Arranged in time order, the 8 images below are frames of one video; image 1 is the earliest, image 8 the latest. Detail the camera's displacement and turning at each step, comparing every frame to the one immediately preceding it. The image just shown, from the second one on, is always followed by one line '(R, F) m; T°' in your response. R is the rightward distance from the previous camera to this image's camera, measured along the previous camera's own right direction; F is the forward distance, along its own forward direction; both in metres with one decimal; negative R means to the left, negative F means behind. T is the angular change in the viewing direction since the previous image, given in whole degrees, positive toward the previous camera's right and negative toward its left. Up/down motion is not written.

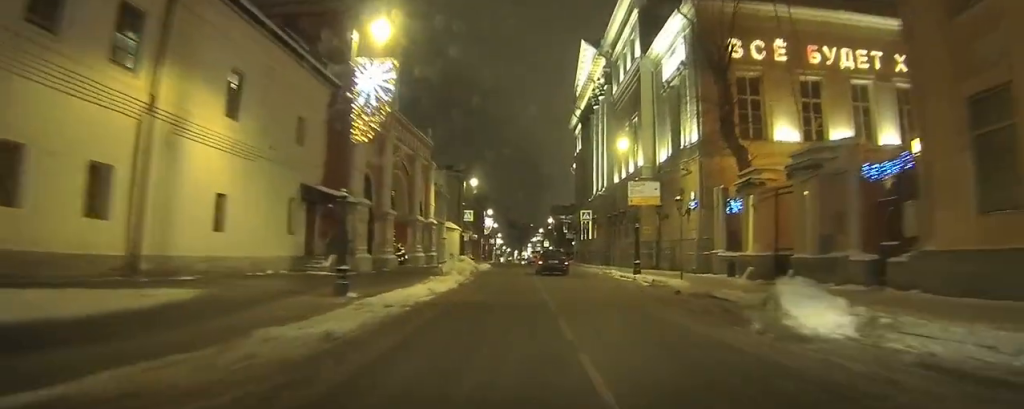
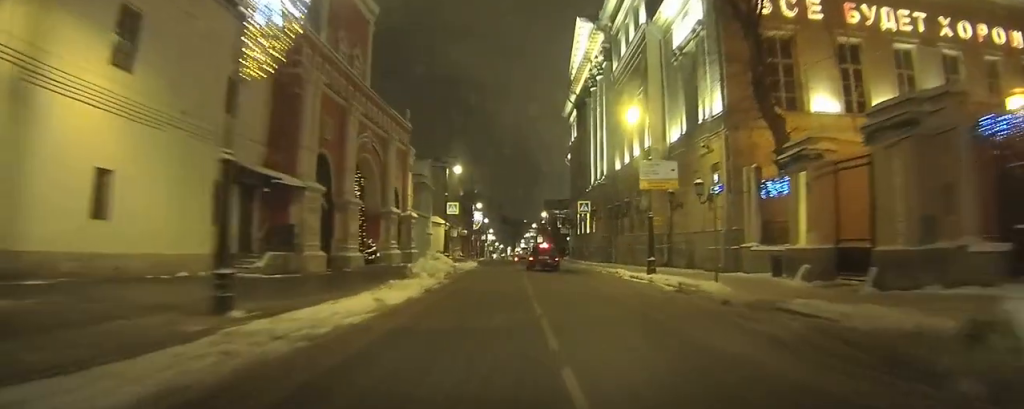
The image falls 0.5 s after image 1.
(0.0, +3.7) m; 0°
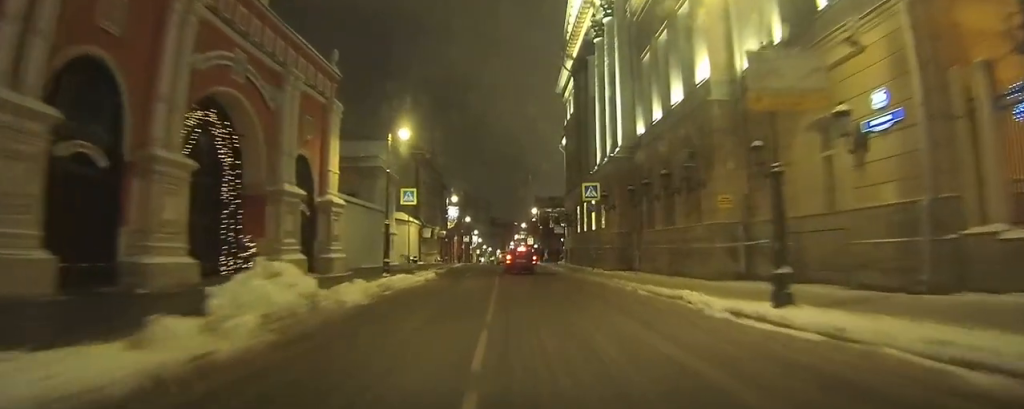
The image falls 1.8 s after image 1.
(-0.3, +10.9) m; -2°
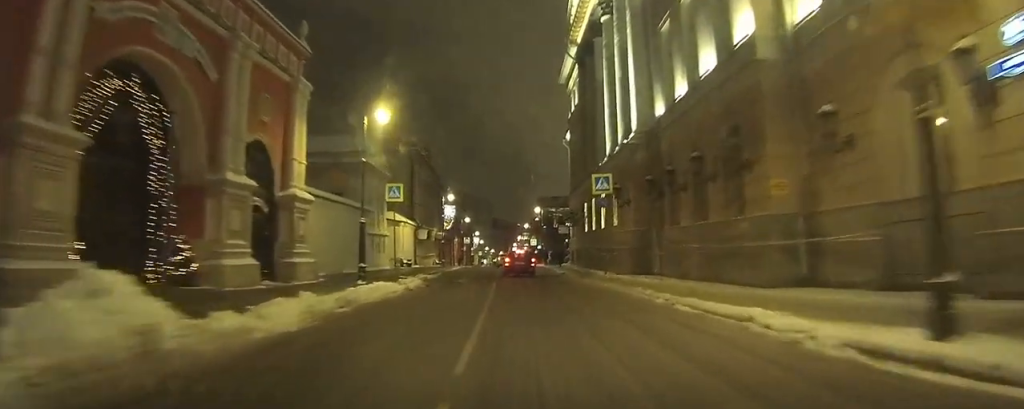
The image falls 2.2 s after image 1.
(-0.1, +4.1) m; -1°
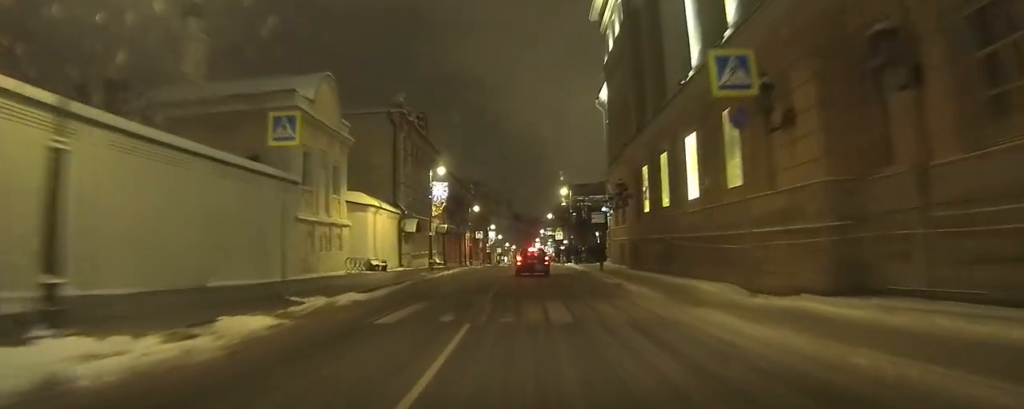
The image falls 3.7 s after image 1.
(-0.2, +20.6) m; -2°
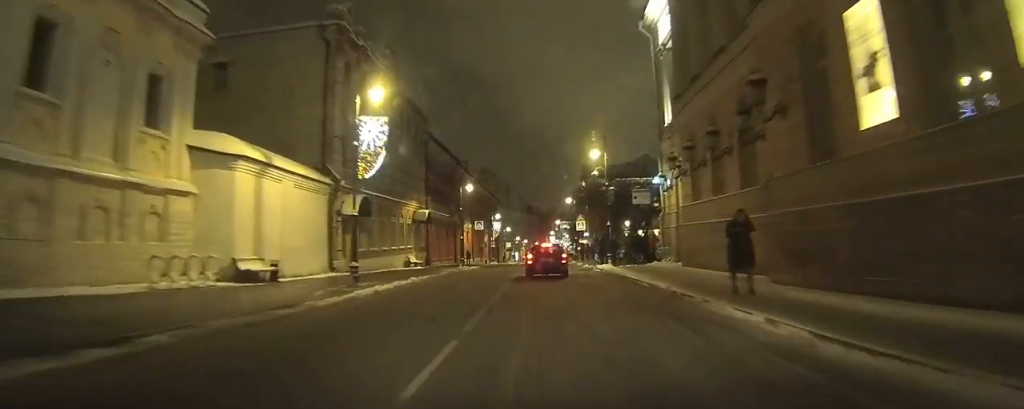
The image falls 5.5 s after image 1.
(-0.6, +21.2) m; -5°
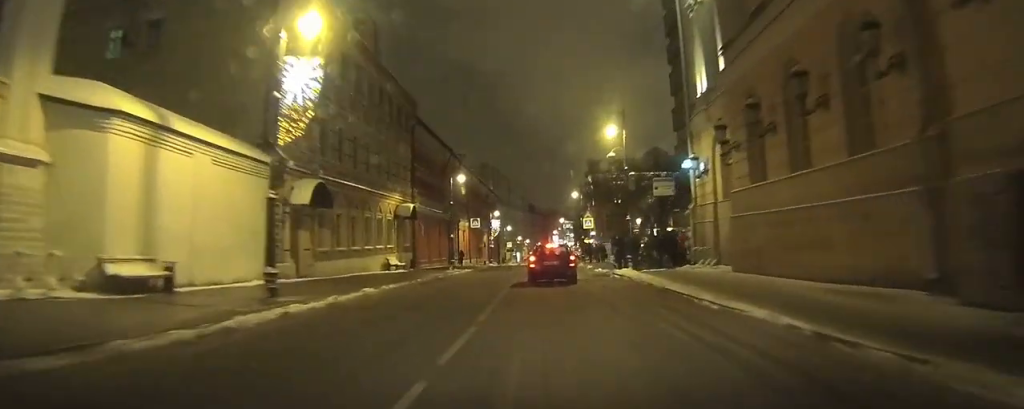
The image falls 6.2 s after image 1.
(-0.2, +6.2) m; -4°
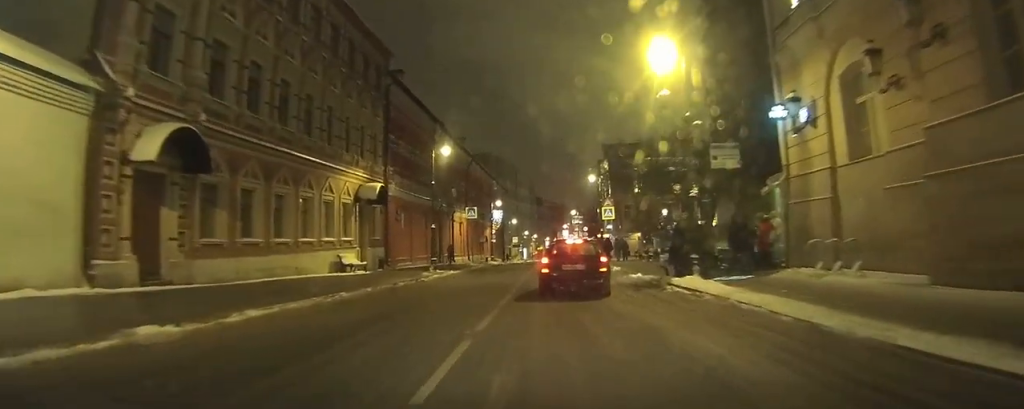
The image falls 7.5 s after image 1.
(-0.5, +8.5) m; -4°
